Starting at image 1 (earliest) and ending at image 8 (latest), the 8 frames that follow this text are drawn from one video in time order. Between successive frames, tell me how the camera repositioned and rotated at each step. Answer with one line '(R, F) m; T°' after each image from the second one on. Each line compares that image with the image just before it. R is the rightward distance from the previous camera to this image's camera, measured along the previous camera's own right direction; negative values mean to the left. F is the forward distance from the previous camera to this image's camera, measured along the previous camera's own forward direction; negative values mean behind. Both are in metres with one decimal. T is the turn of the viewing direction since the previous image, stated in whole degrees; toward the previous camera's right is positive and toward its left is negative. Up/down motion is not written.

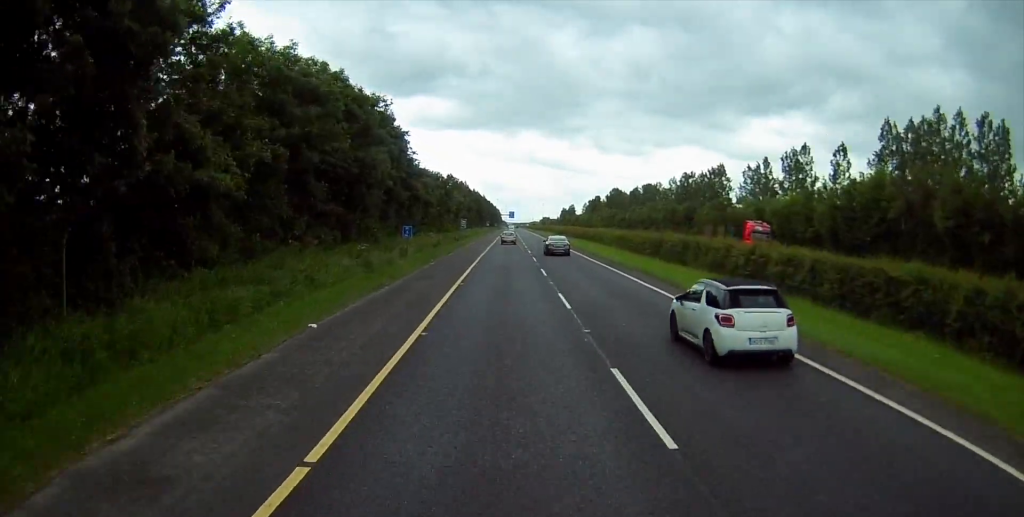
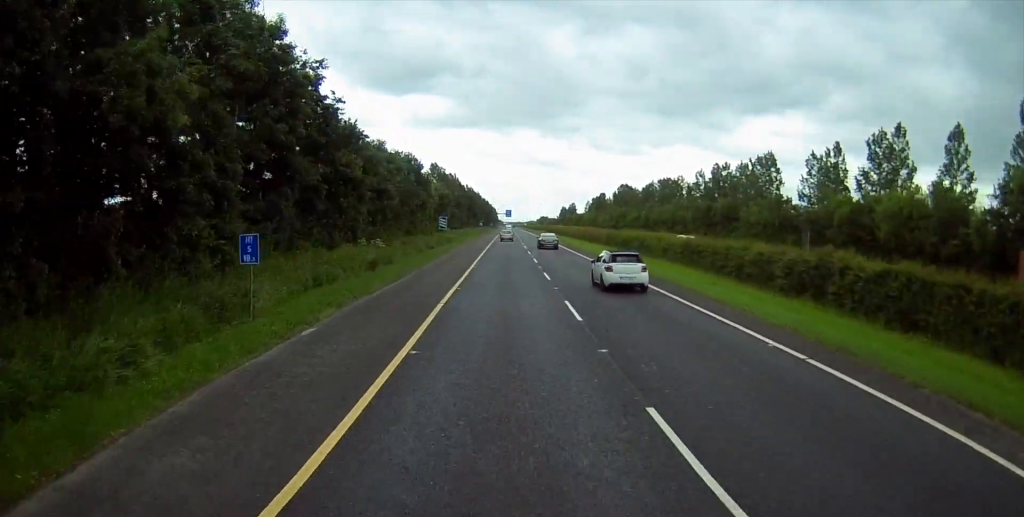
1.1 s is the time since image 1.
(+0.1, +26.4) m; +1°
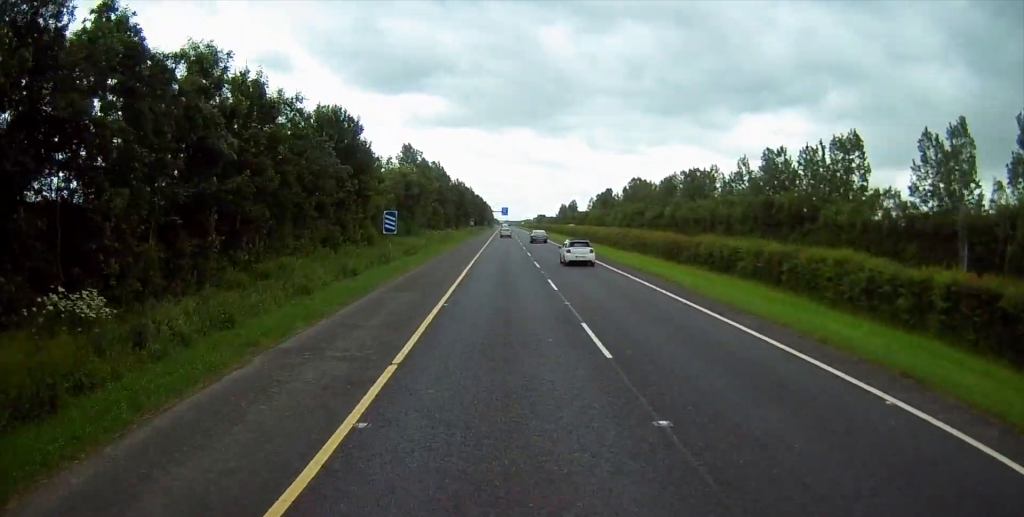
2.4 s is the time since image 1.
(+0.1, +29.0) m; 0°
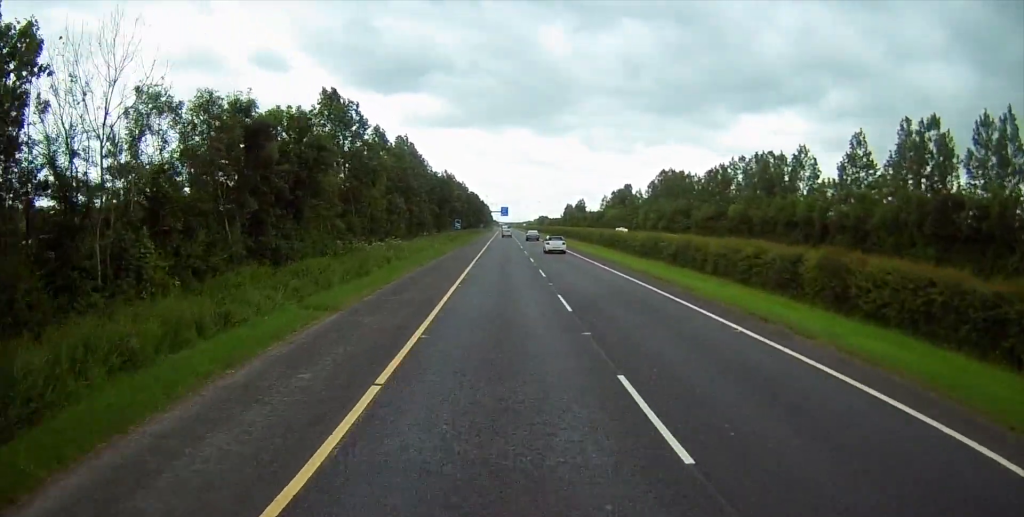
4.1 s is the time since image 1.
(+0.3, +41.6) m; 0°
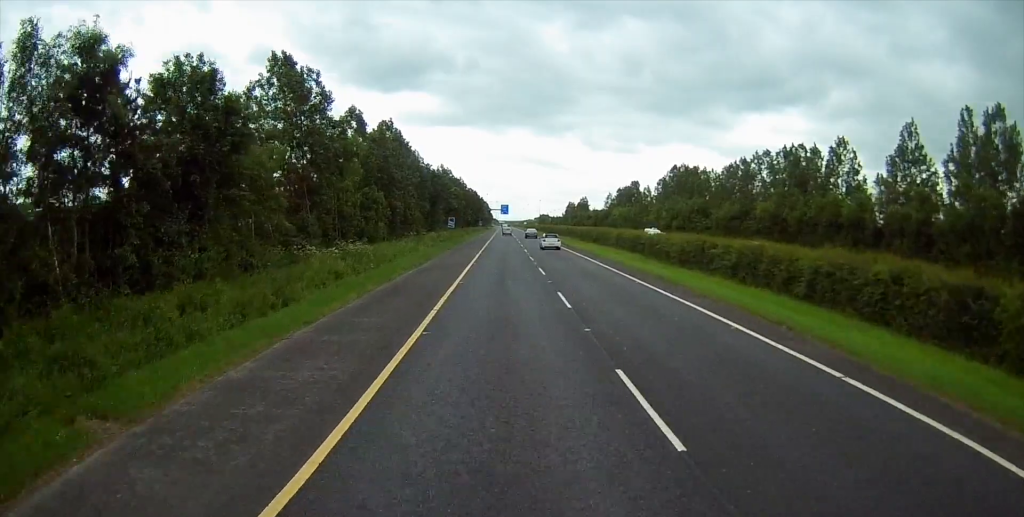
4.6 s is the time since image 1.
(-0.1, +11.7) m; 0°
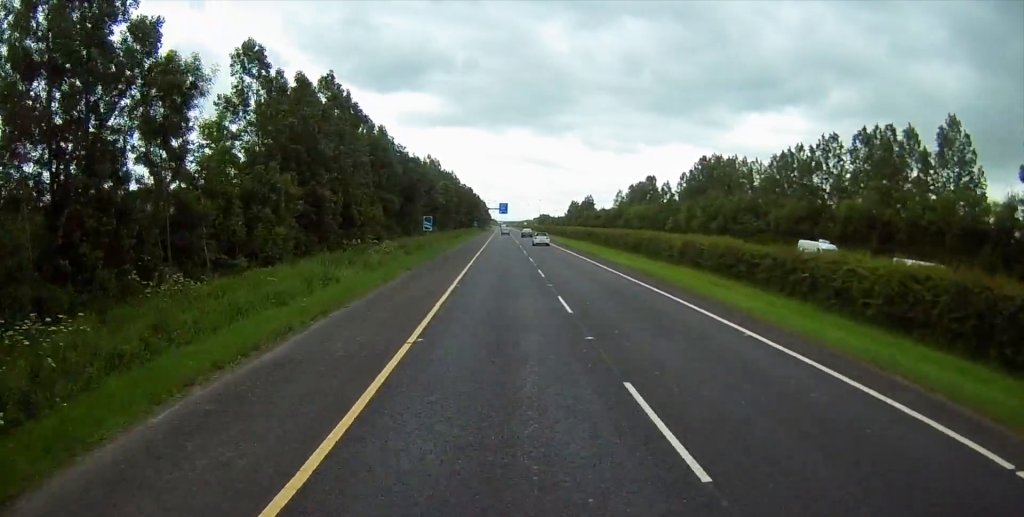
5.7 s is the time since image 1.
(0.0, +24.9) m; 0°
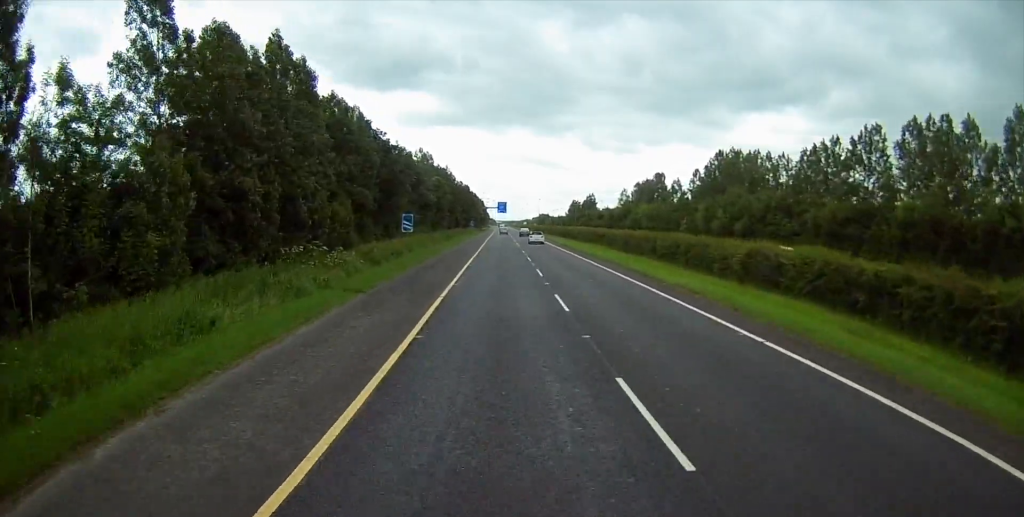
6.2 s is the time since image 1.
(0.0, +11.6) m; 0°
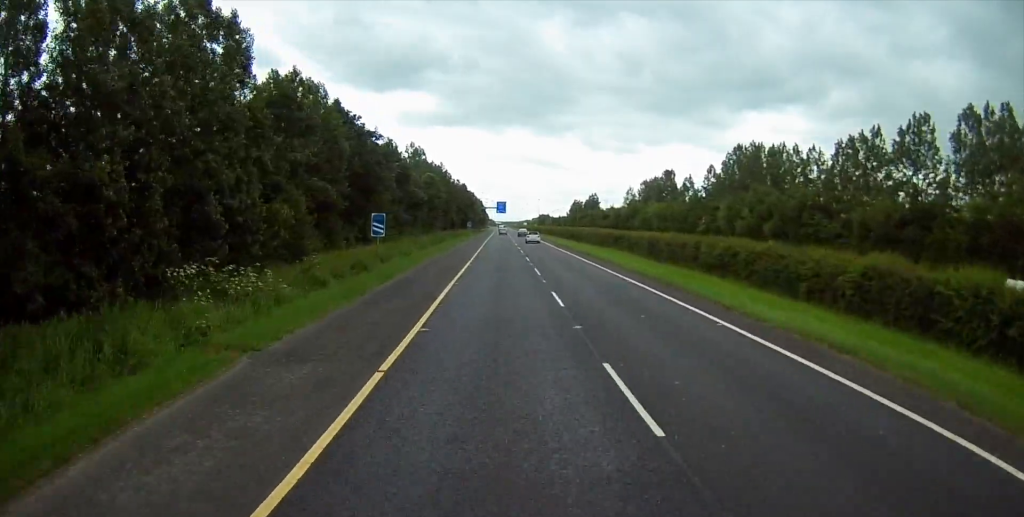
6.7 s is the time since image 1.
(-0.1, +10.9) m; 0°
